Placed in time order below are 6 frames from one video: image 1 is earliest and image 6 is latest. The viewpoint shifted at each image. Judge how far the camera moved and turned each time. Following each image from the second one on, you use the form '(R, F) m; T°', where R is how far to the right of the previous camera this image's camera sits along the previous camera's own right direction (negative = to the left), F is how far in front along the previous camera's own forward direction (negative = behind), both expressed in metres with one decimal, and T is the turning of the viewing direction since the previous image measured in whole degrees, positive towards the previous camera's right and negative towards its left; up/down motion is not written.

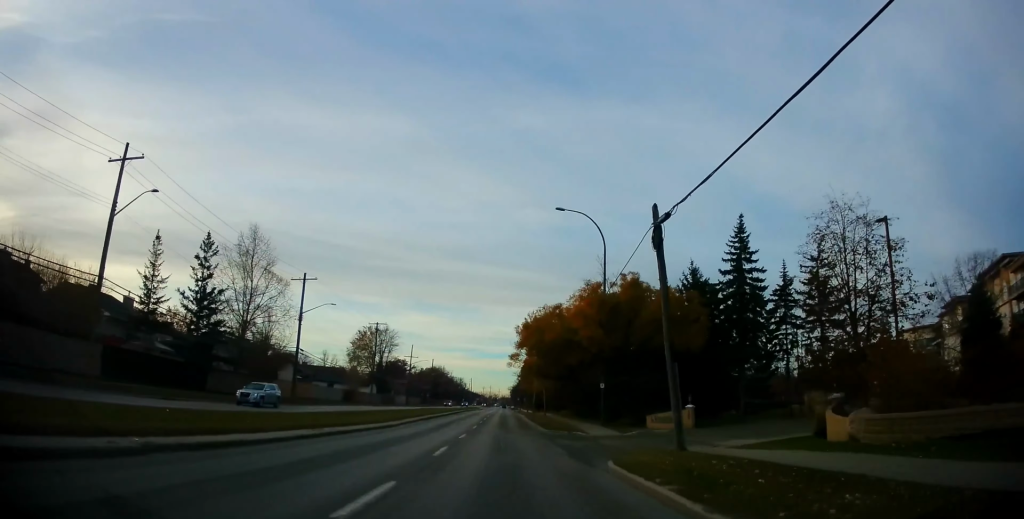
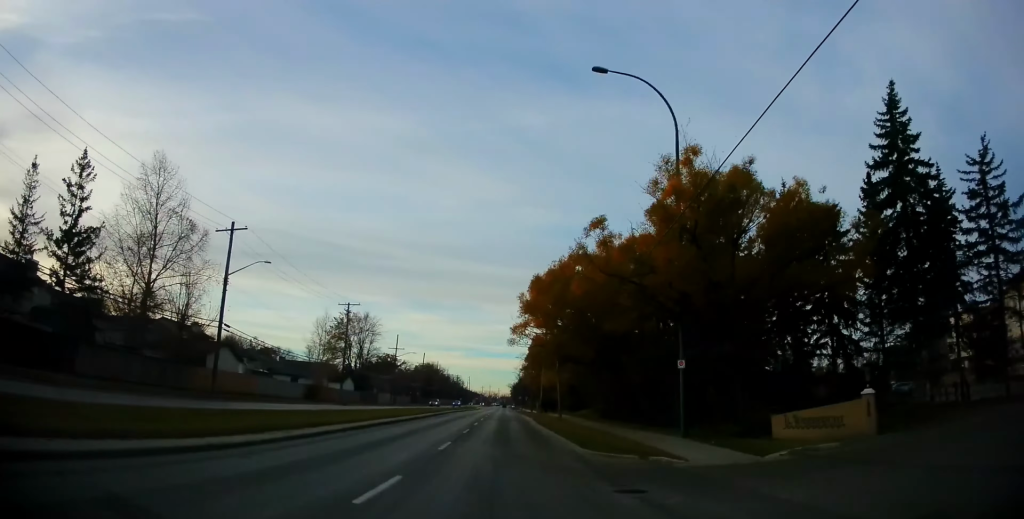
(-0.4, +16.8) m; -1°
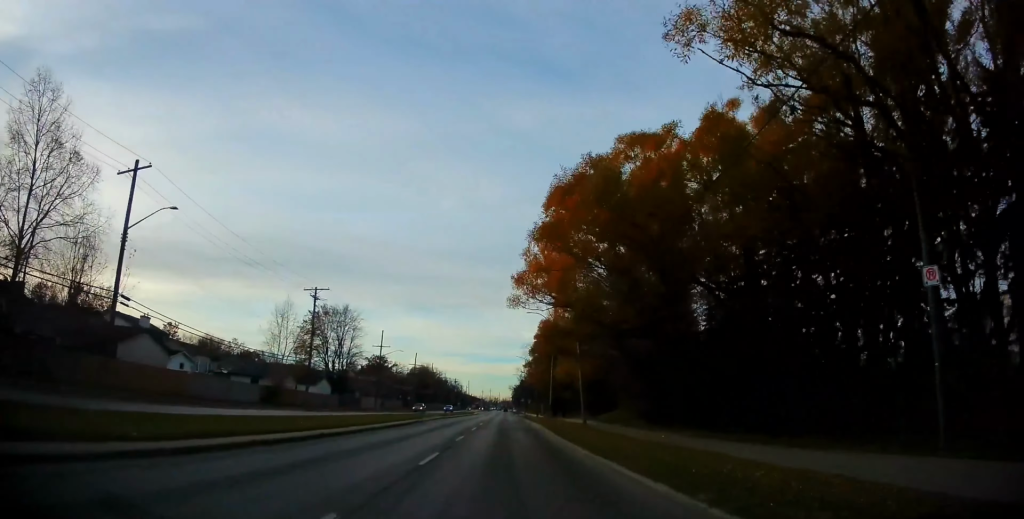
(0.0, +13.3) m; 0°
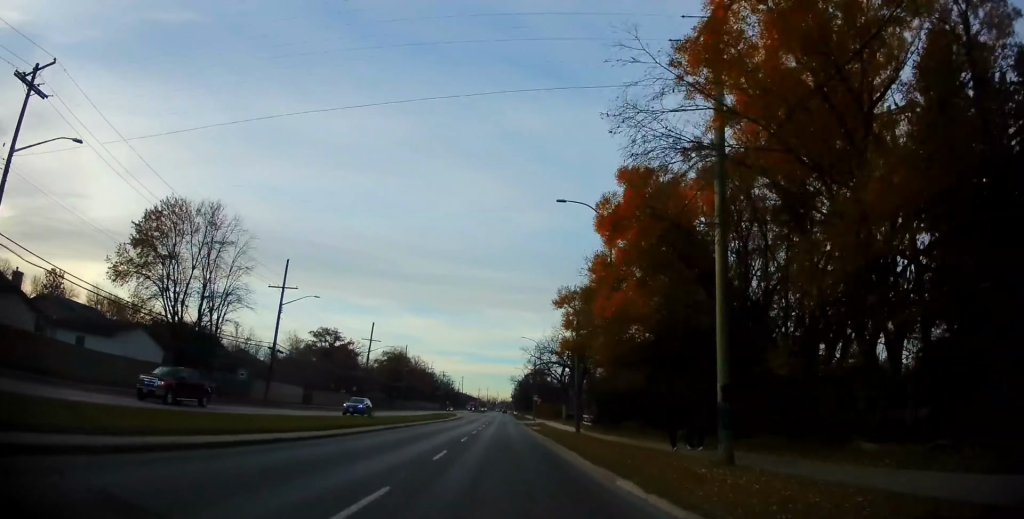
(+0.5, +43.6) m; 0°
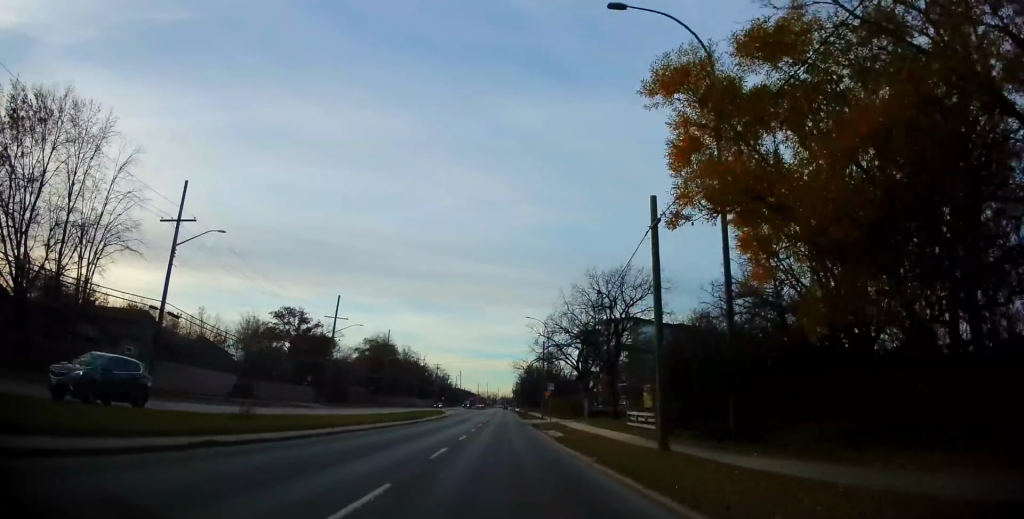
(-0.4, +18.4) m; 0°
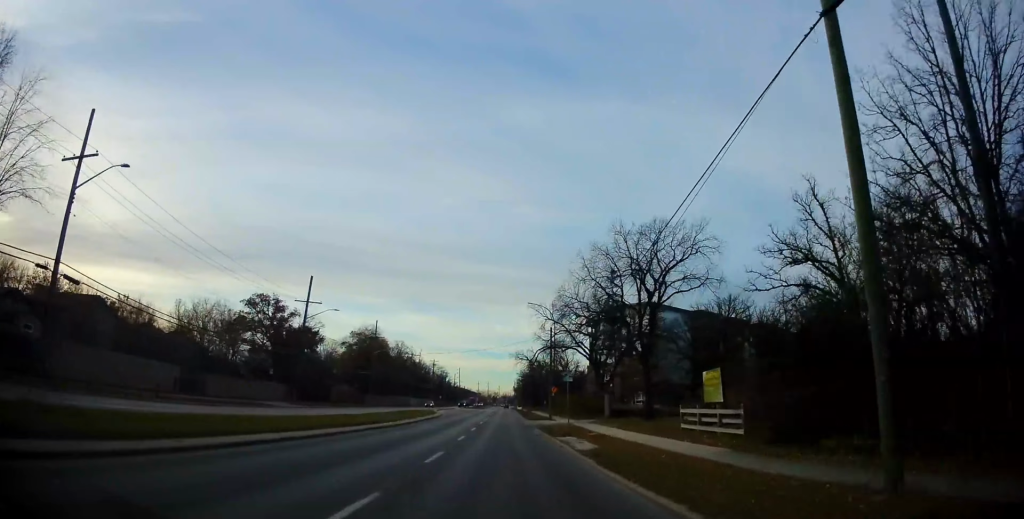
(+0.2, +10.1) m; +1°
